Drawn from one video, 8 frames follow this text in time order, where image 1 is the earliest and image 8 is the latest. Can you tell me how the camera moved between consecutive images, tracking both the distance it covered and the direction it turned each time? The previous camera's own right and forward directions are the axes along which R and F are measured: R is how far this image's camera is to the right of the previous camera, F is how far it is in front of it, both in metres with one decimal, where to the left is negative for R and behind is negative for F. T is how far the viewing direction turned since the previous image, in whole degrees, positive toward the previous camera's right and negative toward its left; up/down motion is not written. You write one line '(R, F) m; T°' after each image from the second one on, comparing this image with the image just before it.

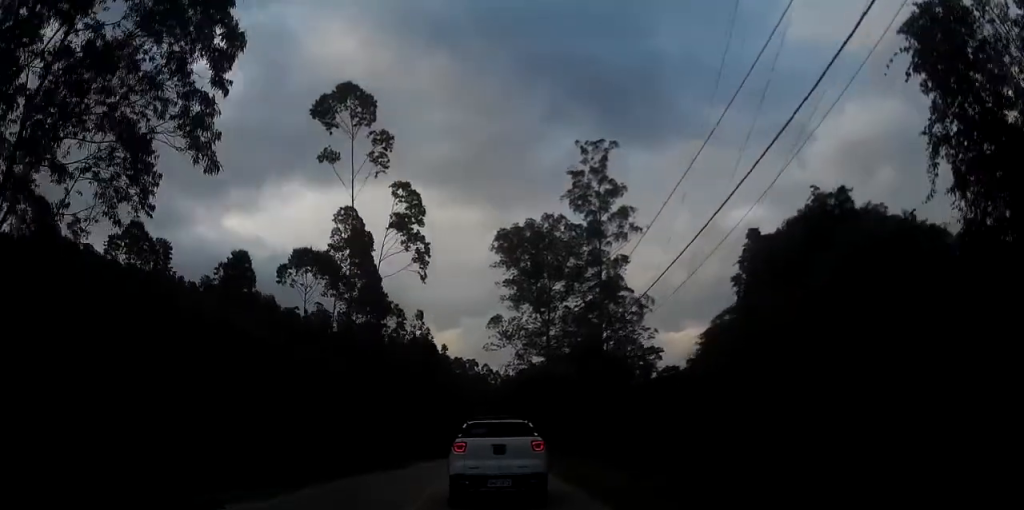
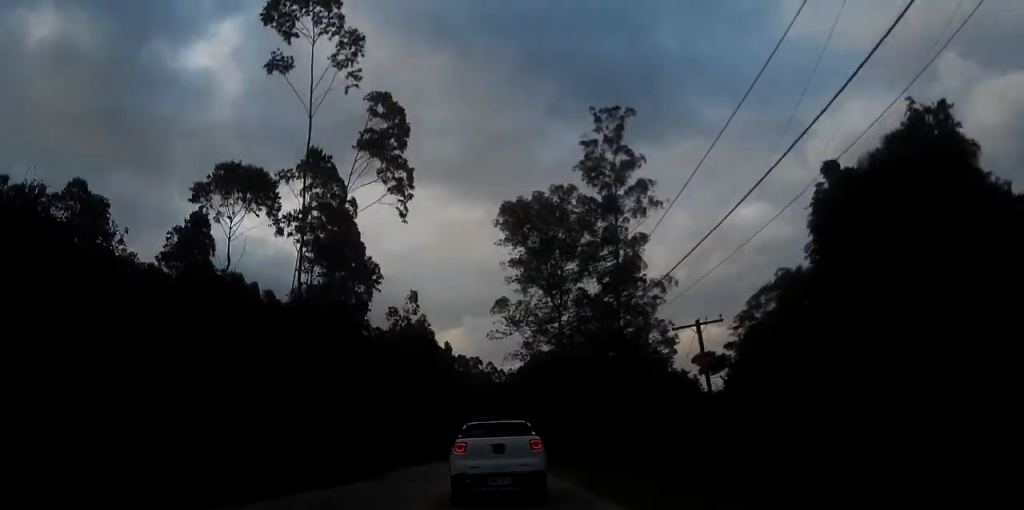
(0.0, +10.6) m; 0°
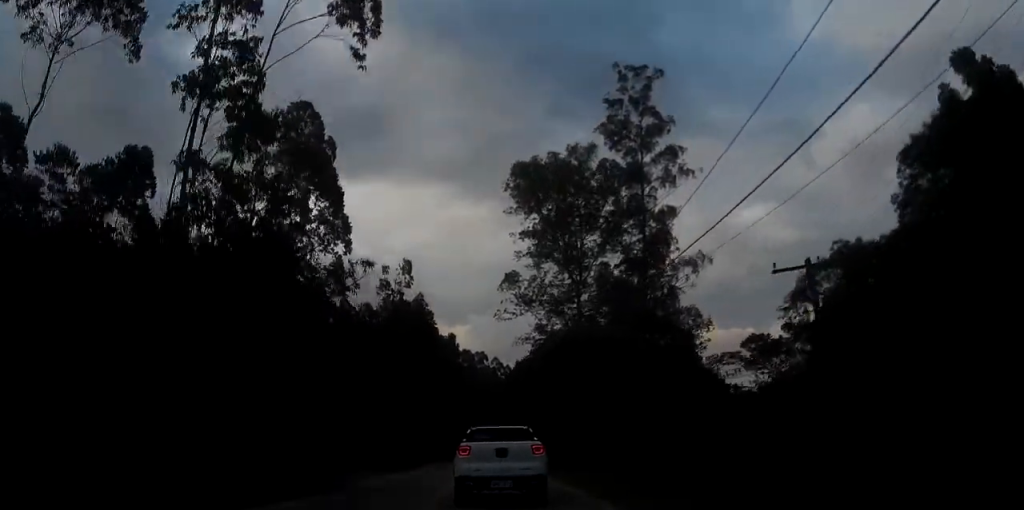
(0.0, +11.5) m; 0°
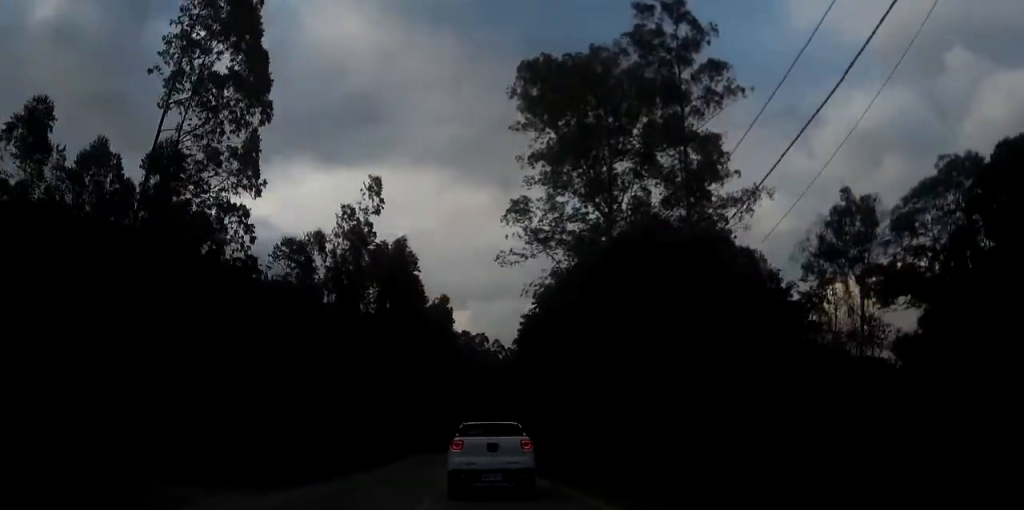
(0.0, +17.5) m; 0°
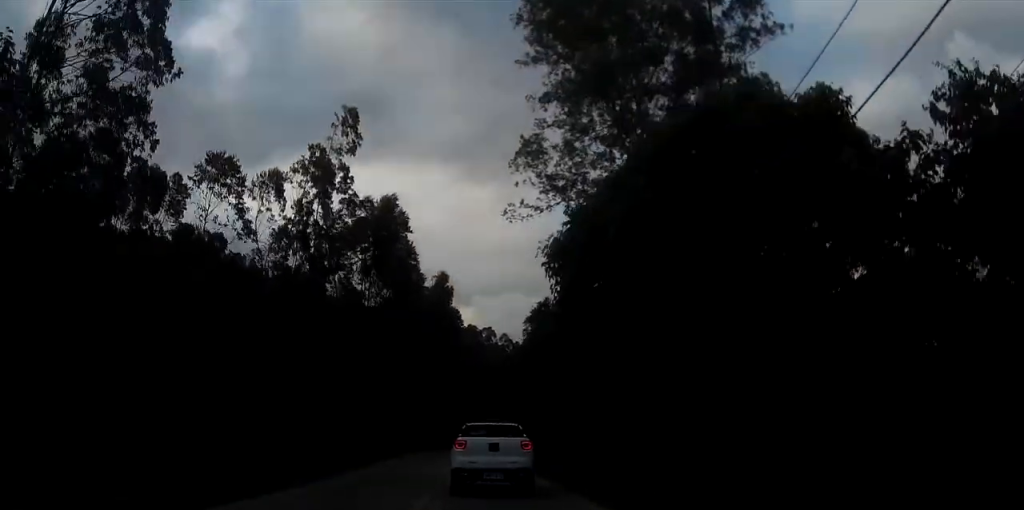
(0.0, +10.1) m; 0°
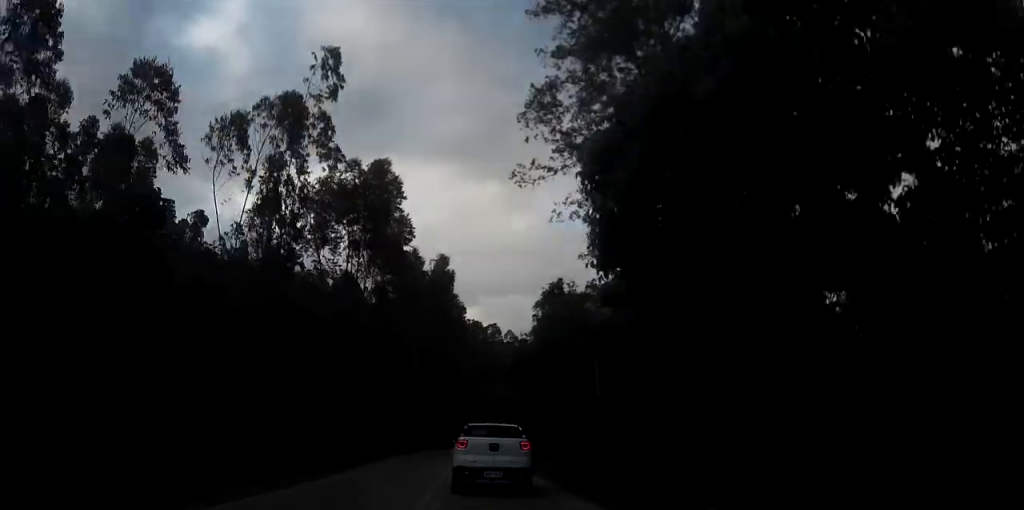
(0.0, +6.2) m; 0°
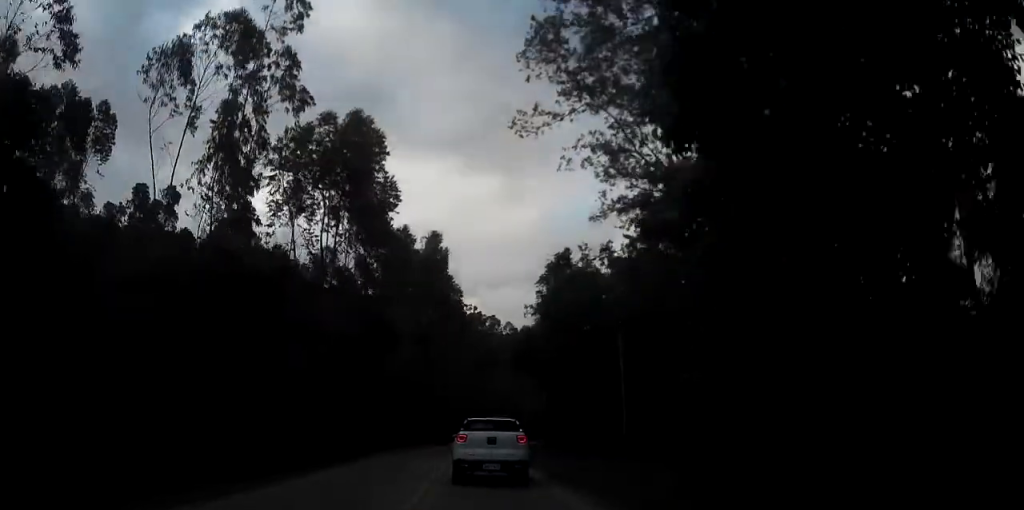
(0.0, +5.8) m; 0°
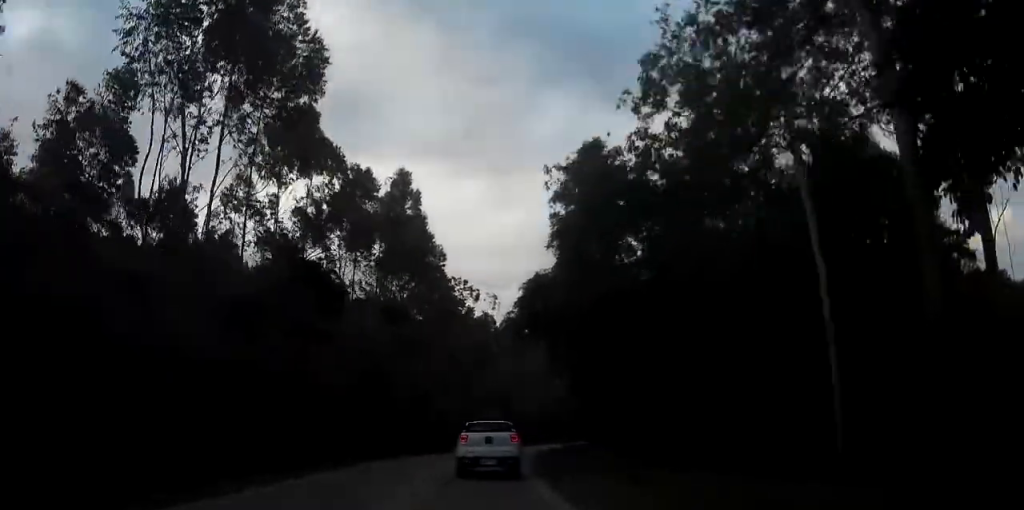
(-0.1, +15.9) m; 0°
